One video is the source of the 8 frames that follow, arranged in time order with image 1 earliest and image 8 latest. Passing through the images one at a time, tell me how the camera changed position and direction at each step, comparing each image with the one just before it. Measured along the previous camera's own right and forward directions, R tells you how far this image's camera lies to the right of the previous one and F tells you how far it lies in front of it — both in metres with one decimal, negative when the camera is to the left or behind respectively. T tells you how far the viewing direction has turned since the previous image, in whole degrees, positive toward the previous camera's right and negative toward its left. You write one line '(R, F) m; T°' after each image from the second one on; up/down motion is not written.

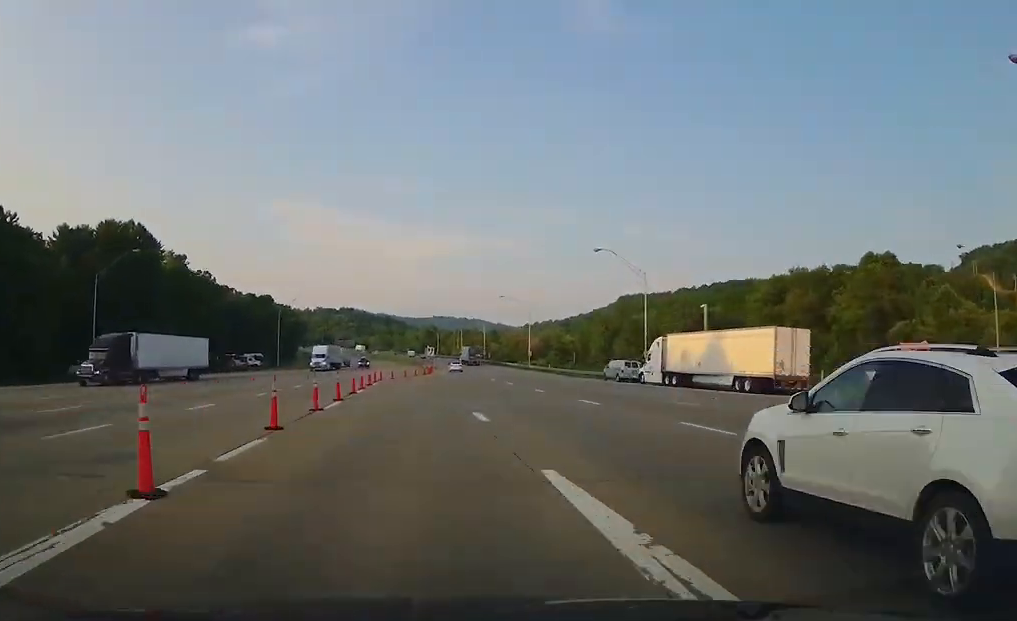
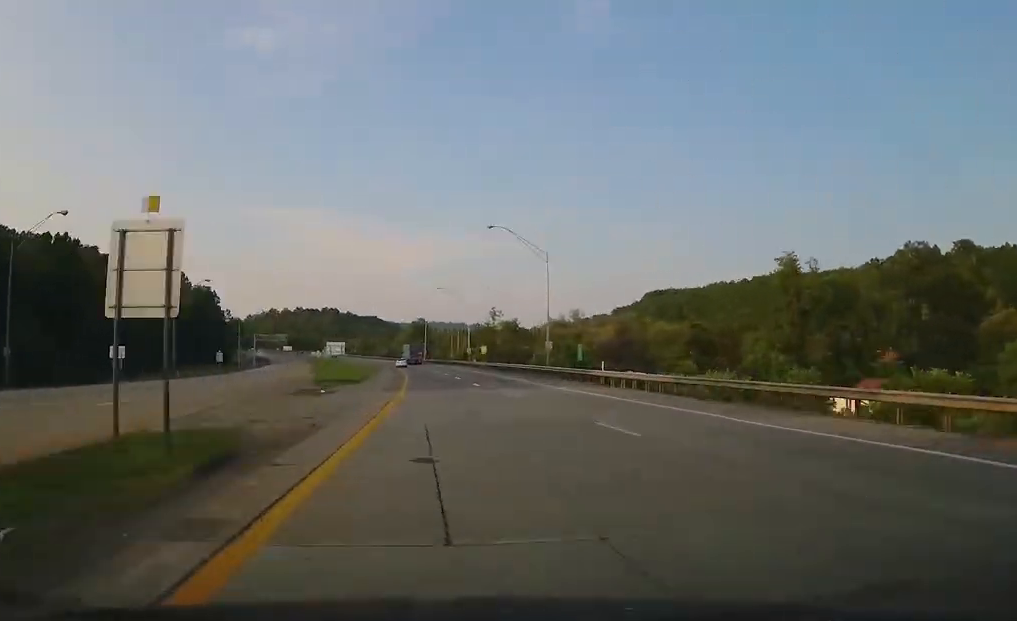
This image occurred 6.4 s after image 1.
(-0.9, +139.1) m; -3°
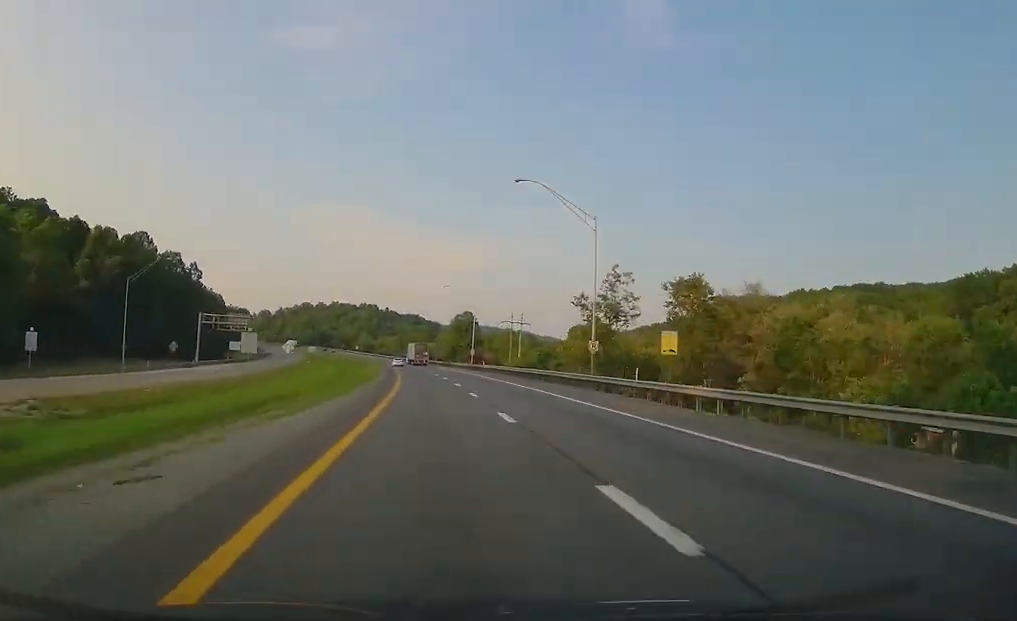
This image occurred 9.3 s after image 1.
(-2.6, +76.5) m; -4°
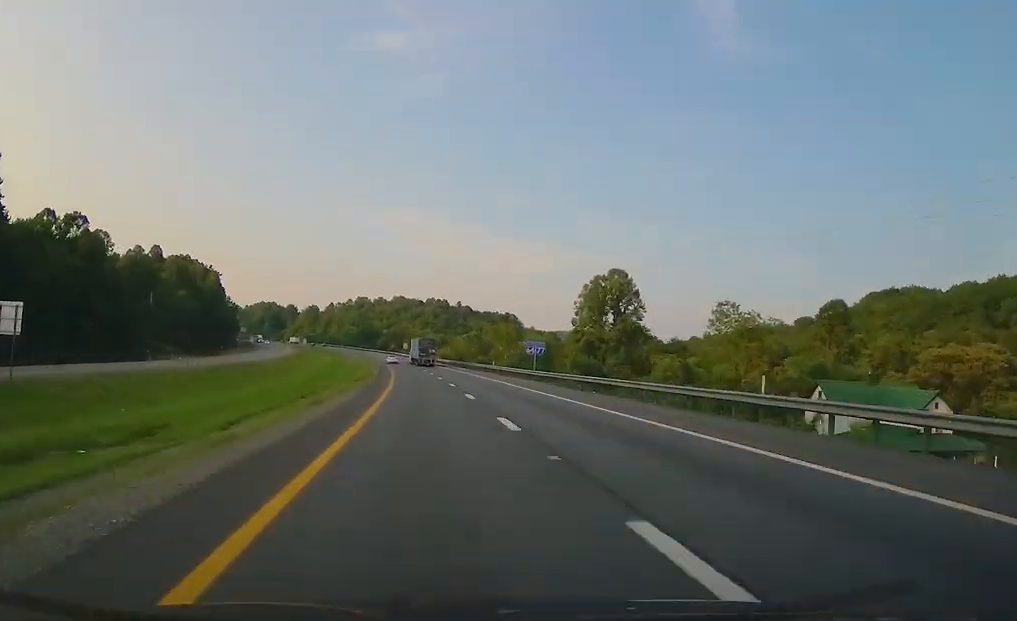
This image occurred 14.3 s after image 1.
(-7.6, +143.5) m; -7°
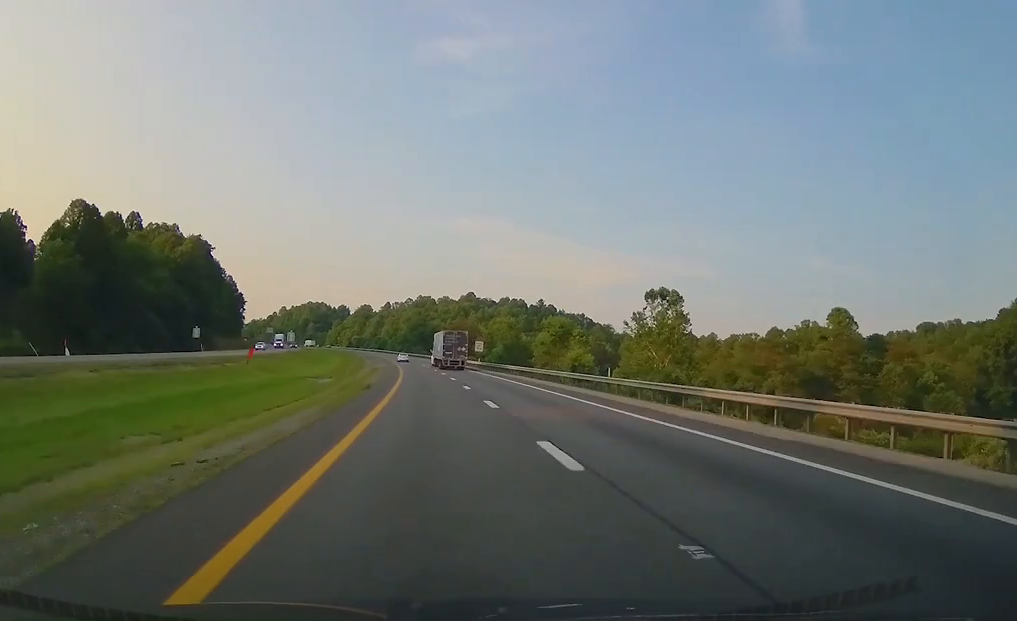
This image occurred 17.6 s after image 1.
(-4.9, +108.8) m; -5°
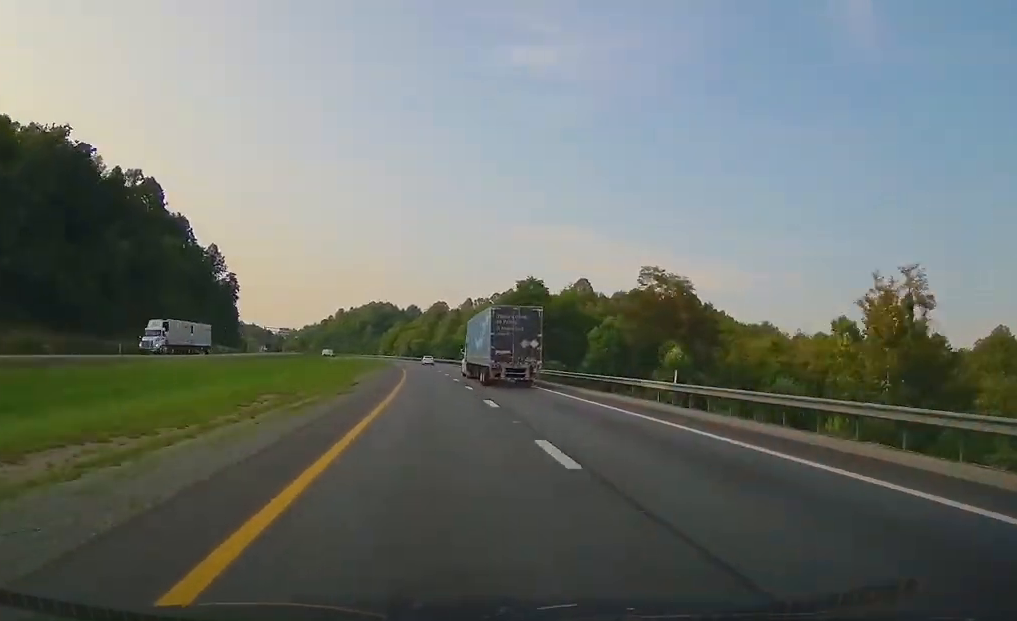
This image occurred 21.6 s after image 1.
(-7.6, +133.8) m; -6°
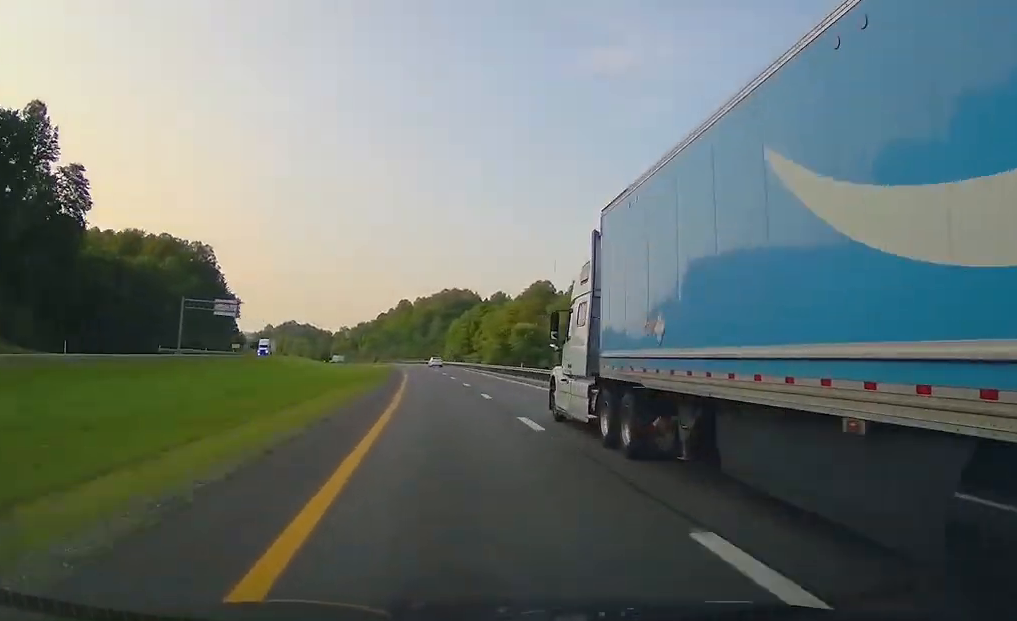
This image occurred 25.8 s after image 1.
(-8.0, +139.1) m; -6°
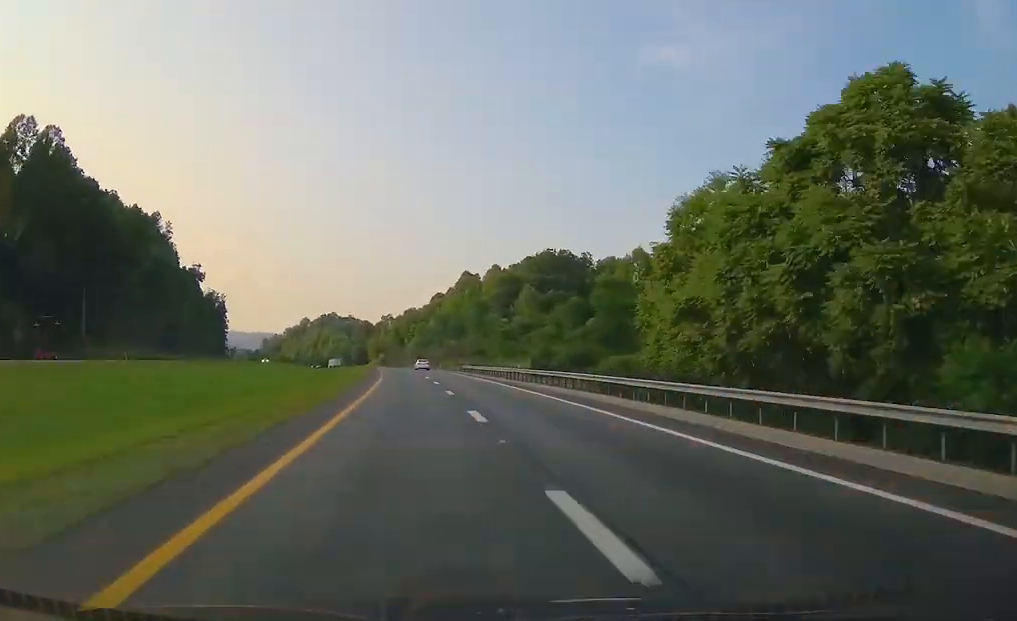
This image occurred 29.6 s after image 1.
(-6.9, +131.2) m; -7°
